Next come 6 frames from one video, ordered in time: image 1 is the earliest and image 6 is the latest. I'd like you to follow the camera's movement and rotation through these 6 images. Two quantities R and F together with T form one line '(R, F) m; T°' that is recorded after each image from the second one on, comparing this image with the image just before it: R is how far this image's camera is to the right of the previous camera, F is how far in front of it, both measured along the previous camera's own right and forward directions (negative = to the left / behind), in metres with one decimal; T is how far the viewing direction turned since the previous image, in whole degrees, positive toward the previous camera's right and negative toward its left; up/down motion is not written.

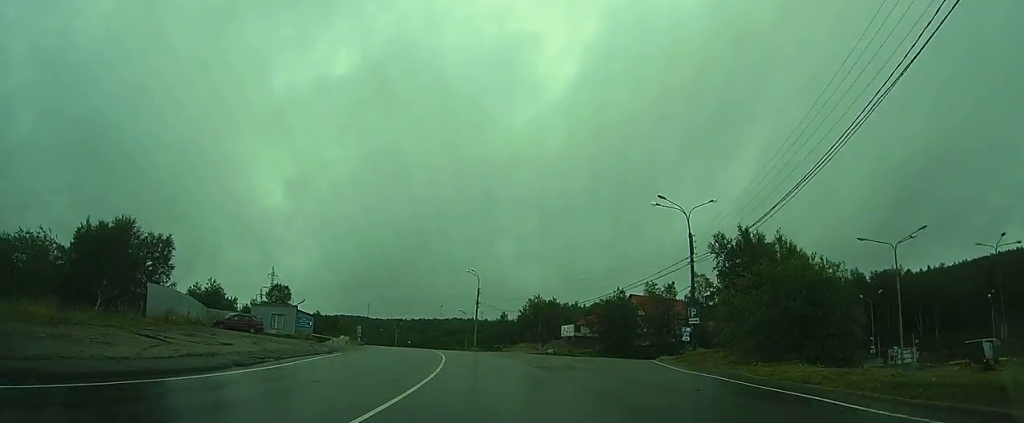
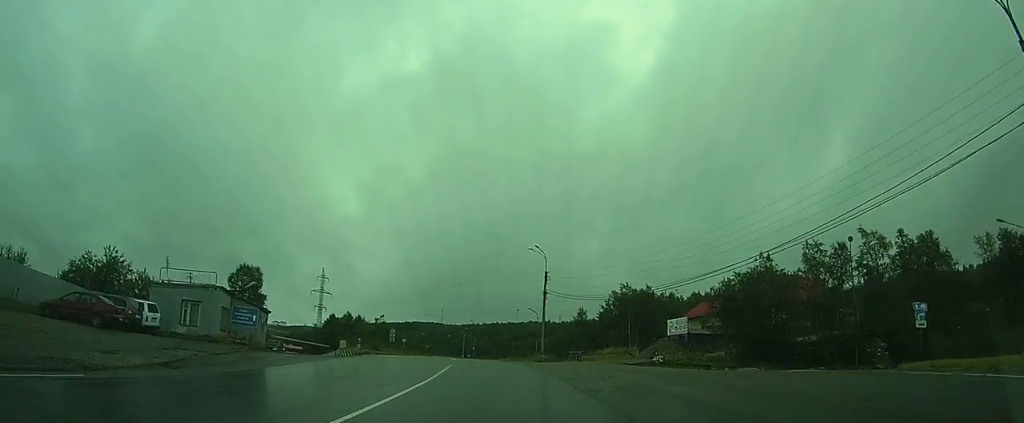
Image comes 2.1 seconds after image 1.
(-1.6, +26.0) m; -8°
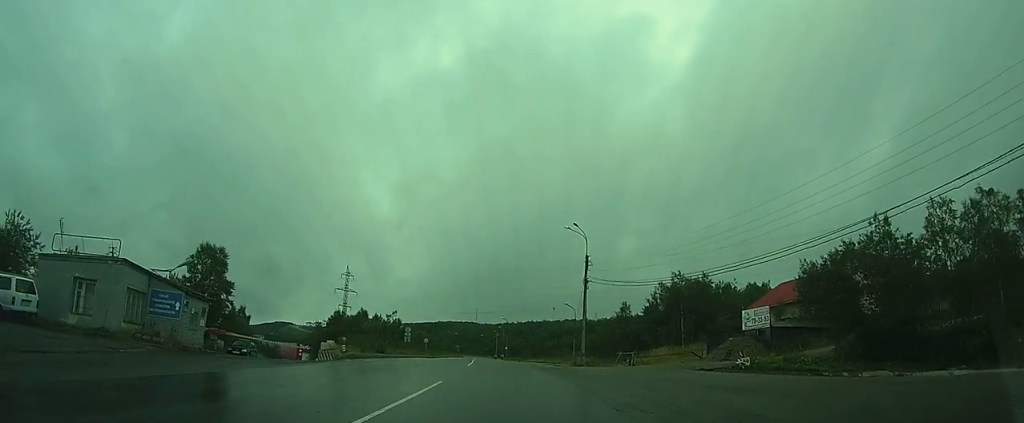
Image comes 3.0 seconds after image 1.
(-0.4, +11.1) m; -5°
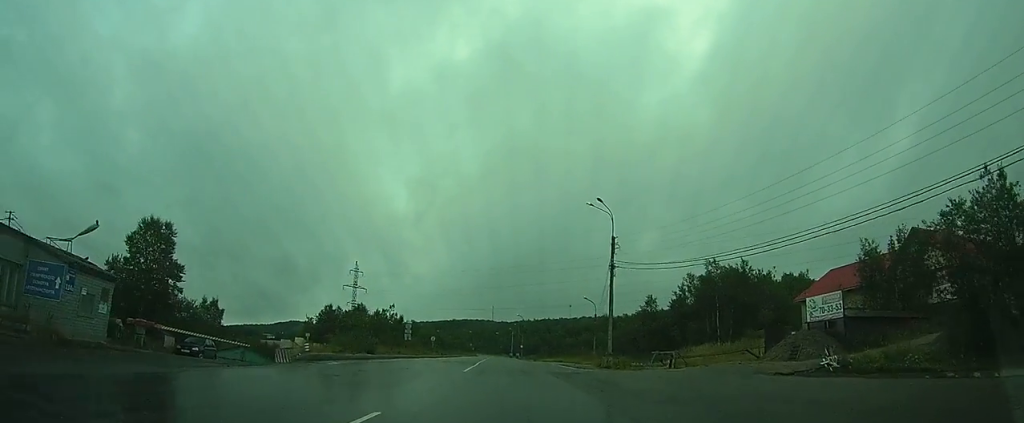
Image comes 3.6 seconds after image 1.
(-0.2, +7.8) m; -2°
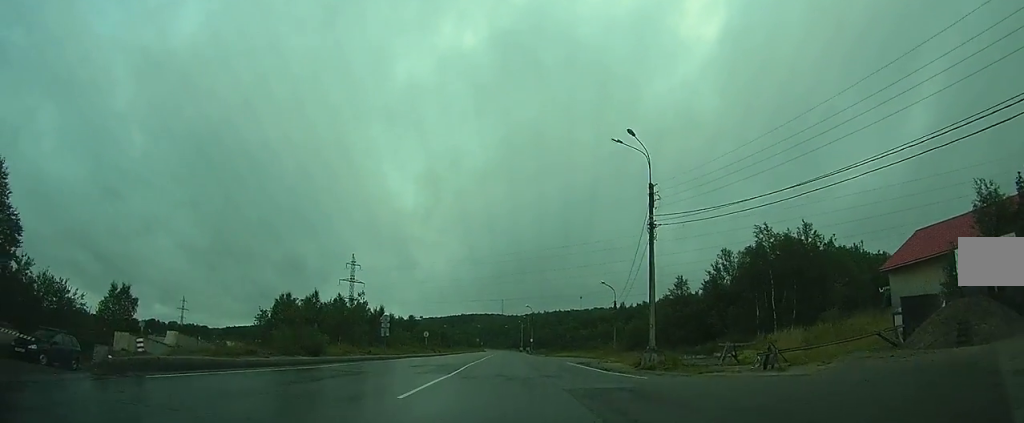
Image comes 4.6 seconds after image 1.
(-0.3, +12.4) m; -1°
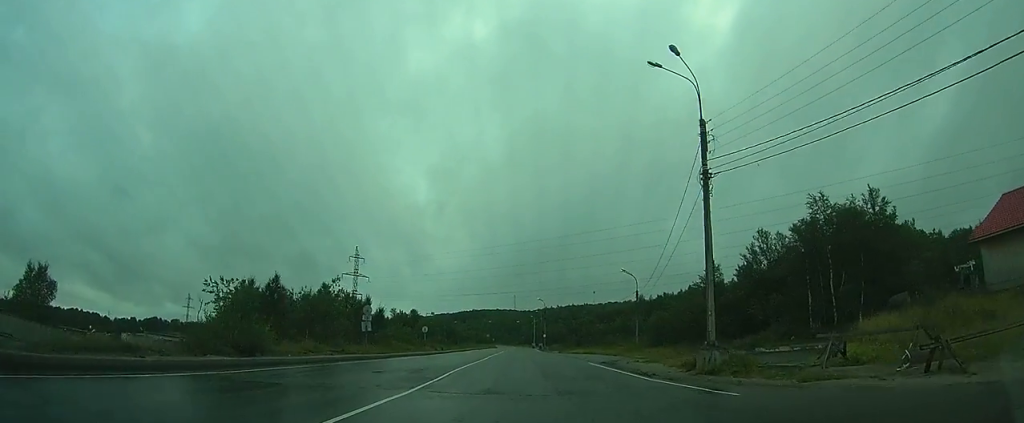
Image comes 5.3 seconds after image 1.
(+0.2, +8.5) m; 0°
